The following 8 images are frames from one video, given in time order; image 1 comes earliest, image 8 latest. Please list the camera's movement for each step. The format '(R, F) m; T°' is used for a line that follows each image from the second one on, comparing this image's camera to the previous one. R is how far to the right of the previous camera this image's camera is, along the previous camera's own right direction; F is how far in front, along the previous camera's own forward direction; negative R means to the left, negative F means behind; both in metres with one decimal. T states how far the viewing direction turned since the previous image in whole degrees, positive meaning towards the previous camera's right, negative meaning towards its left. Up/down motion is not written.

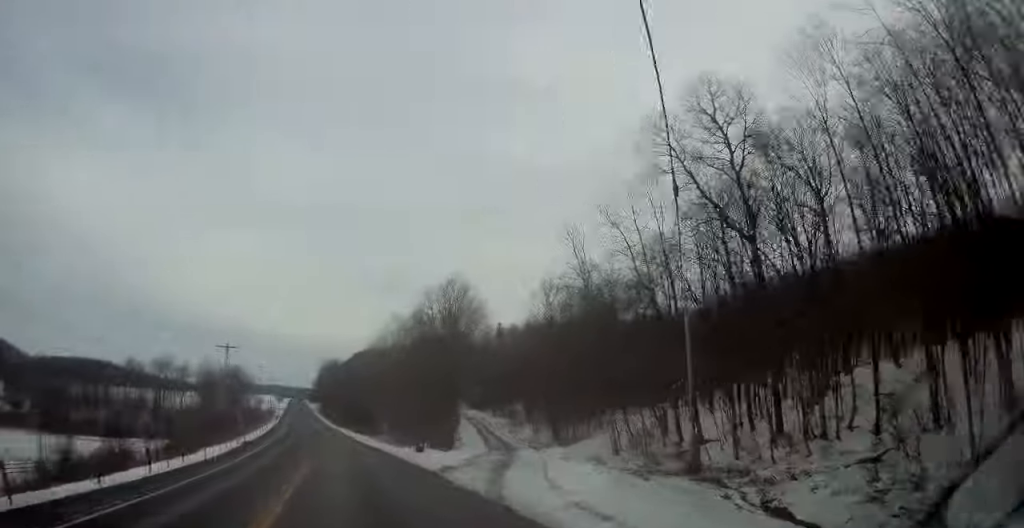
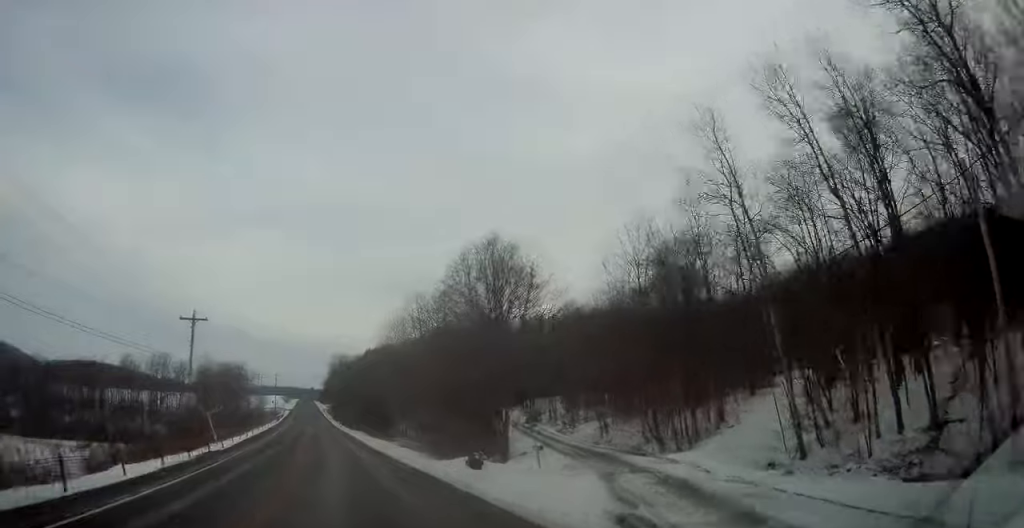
(0.0, +14.6) m; -1°
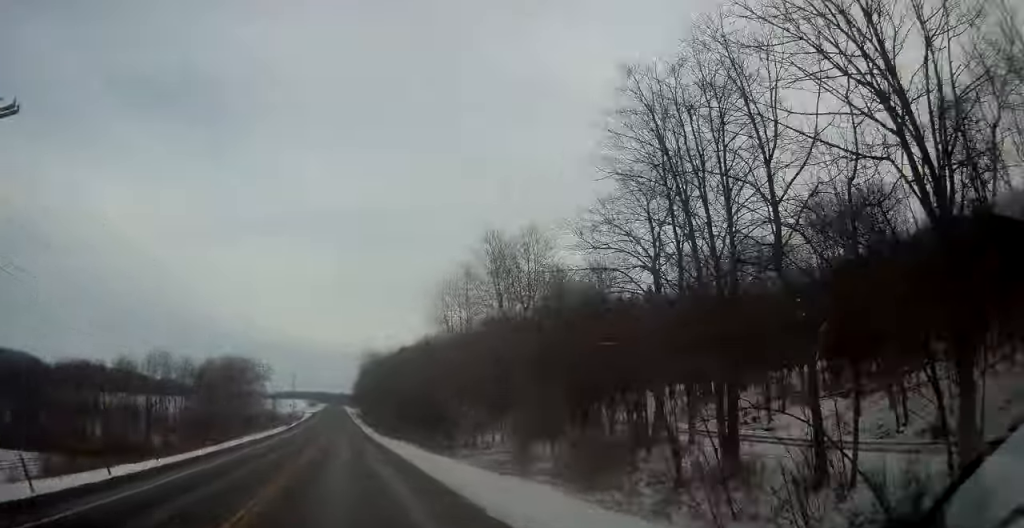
(-0.8, +32.4) m; -2°
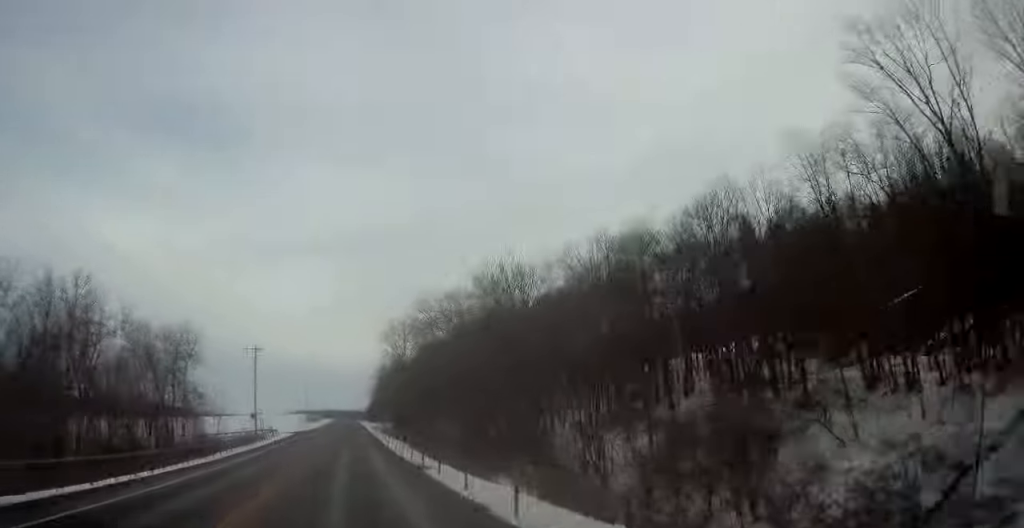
(-1.1, +81.6) m; -2°
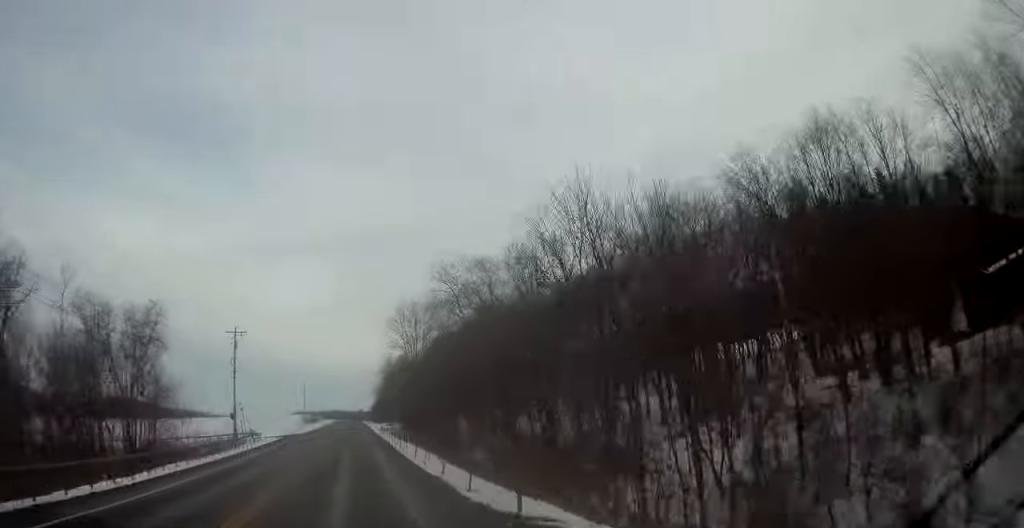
(-0.2, +14.6) m; 0°
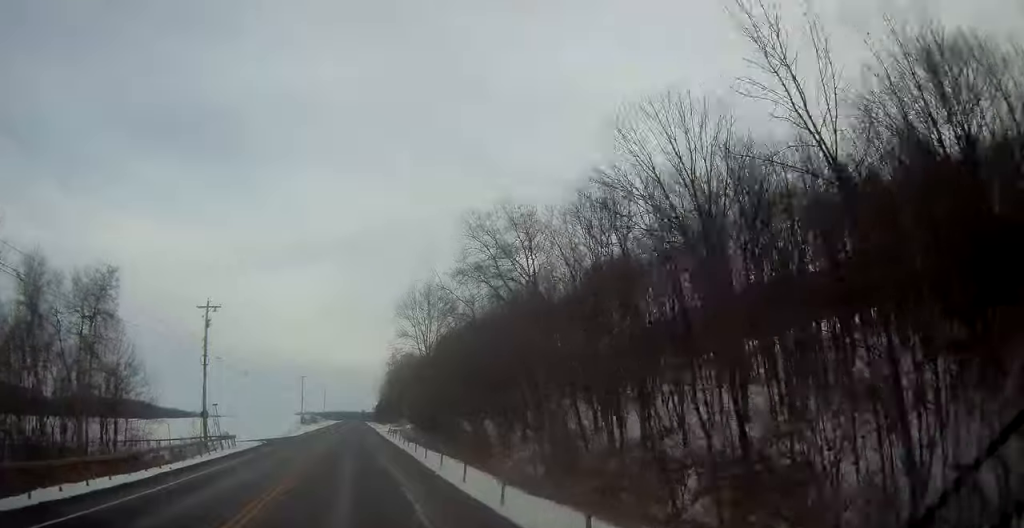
(0.0, +12.6) m; 0°
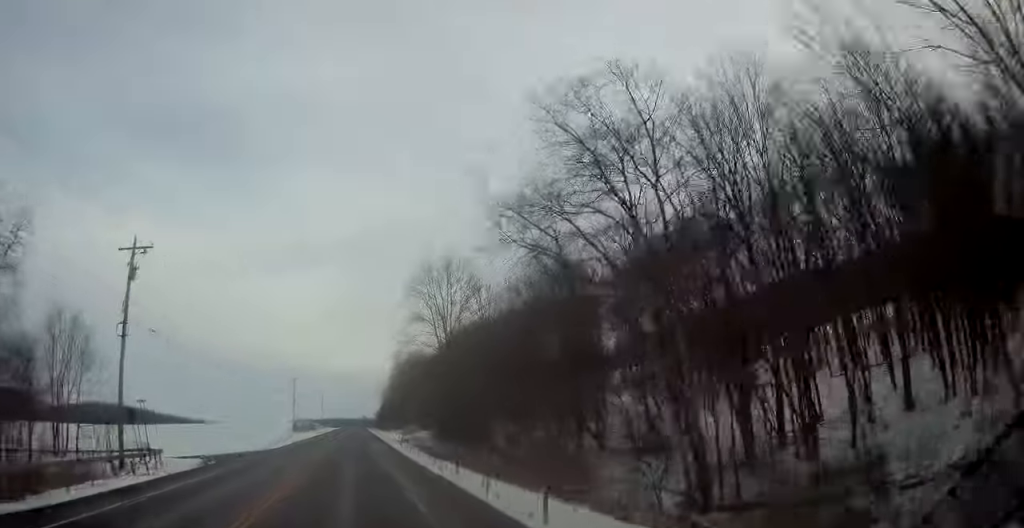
(+0.1, +16.4) m; +1°
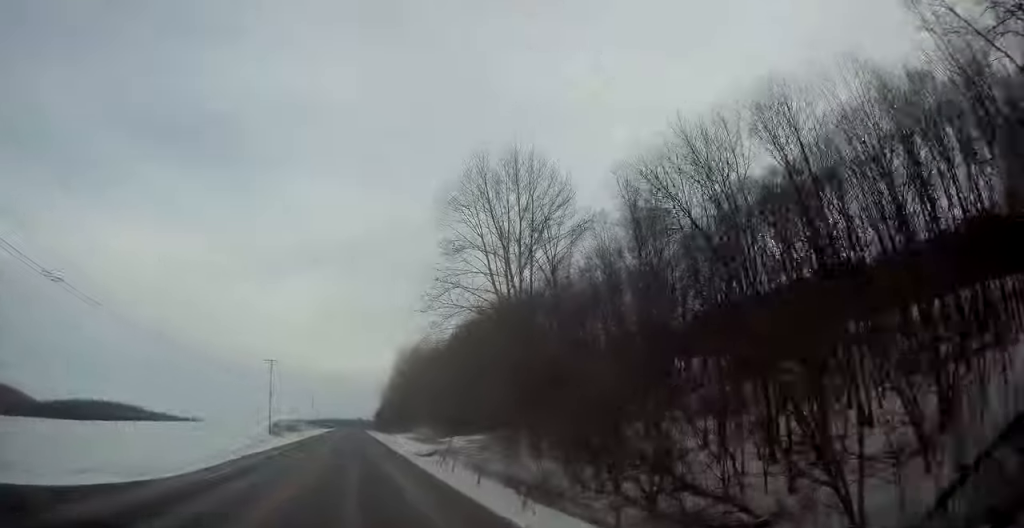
(+0.1, +25.2) m; 0°
